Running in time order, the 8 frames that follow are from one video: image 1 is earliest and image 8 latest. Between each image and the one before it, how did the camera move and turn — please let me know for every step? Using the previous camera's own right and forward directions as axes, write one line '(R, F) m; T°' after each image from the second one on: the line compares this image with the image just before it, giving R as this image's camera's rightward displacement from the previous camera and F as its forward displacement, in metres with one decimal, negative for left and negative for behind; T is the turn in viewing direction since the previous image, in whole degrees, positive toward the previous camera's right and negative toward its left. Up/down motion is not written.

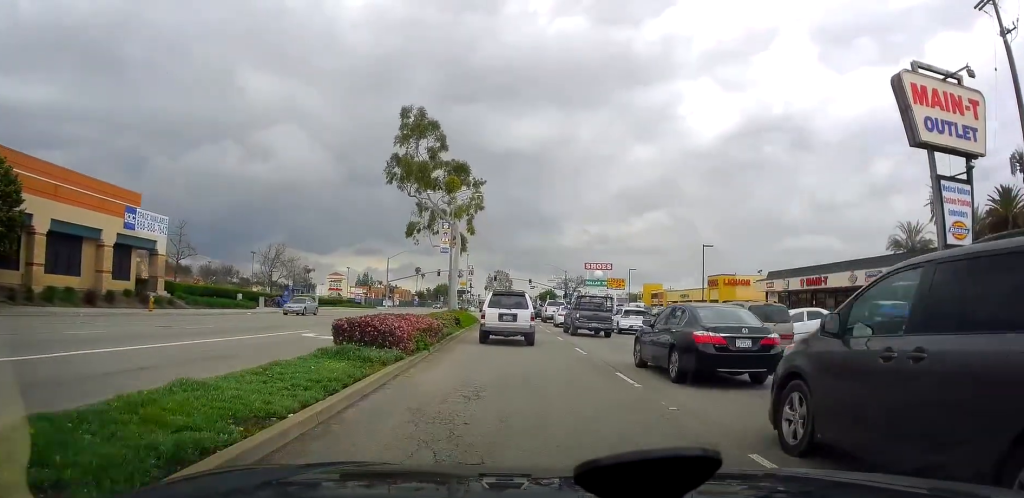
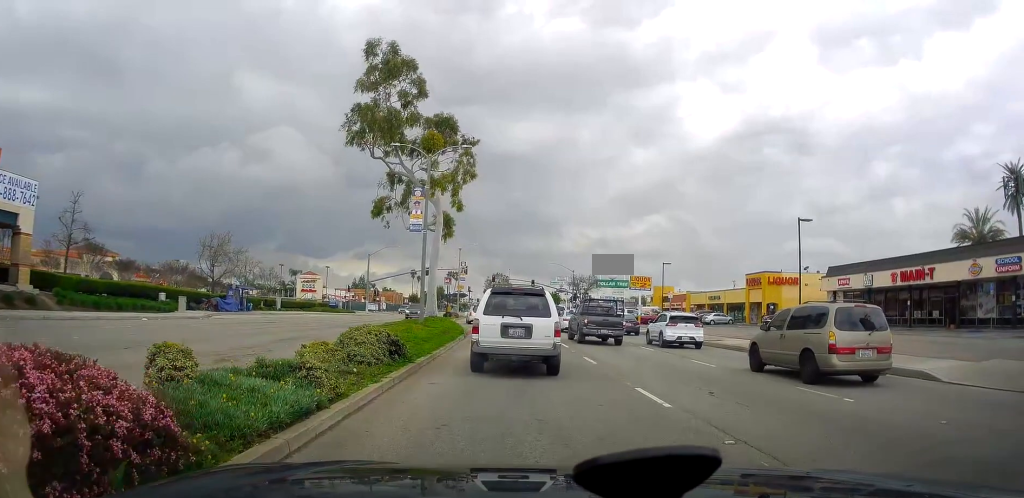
(-0.2, +19.5) m; +2°
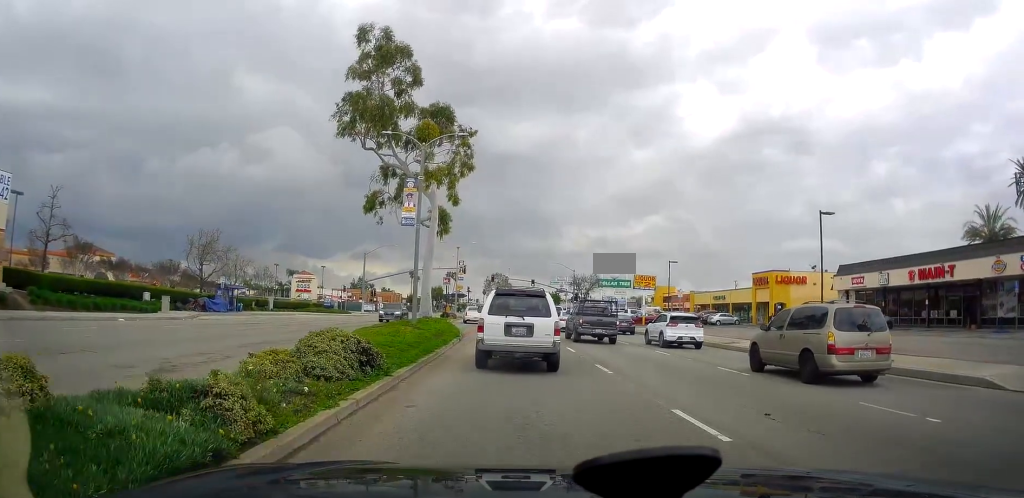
(0.0, +2.9) m; -1°
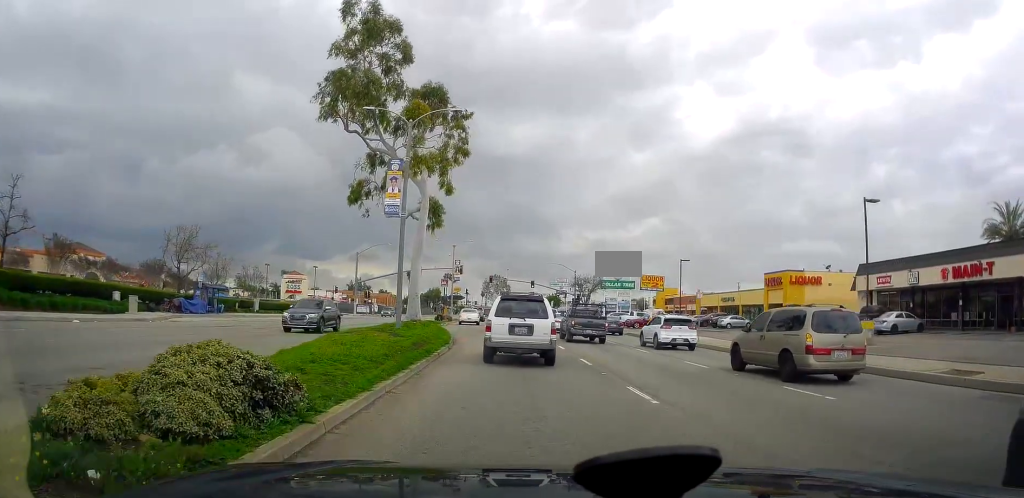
(-0.1, +4.7) m; -4°
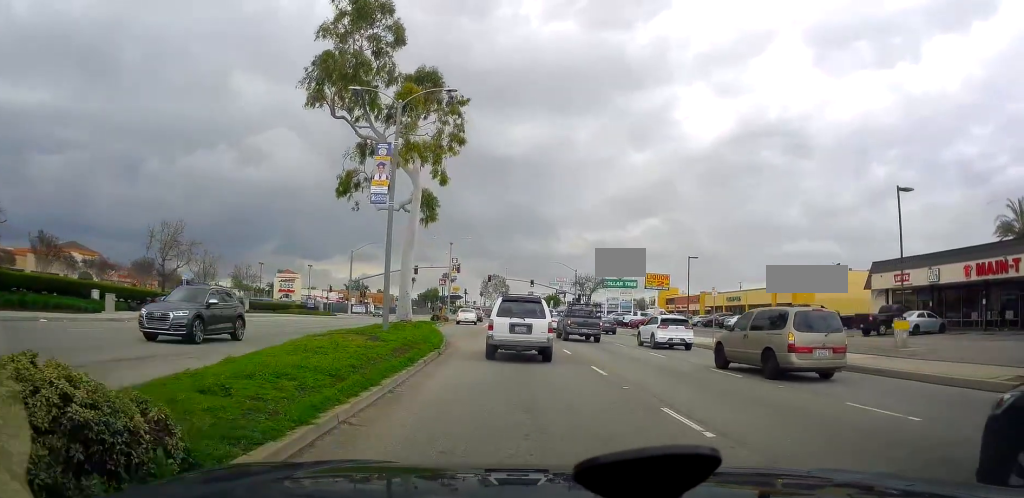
(+0.1, +2.5) m; -4°
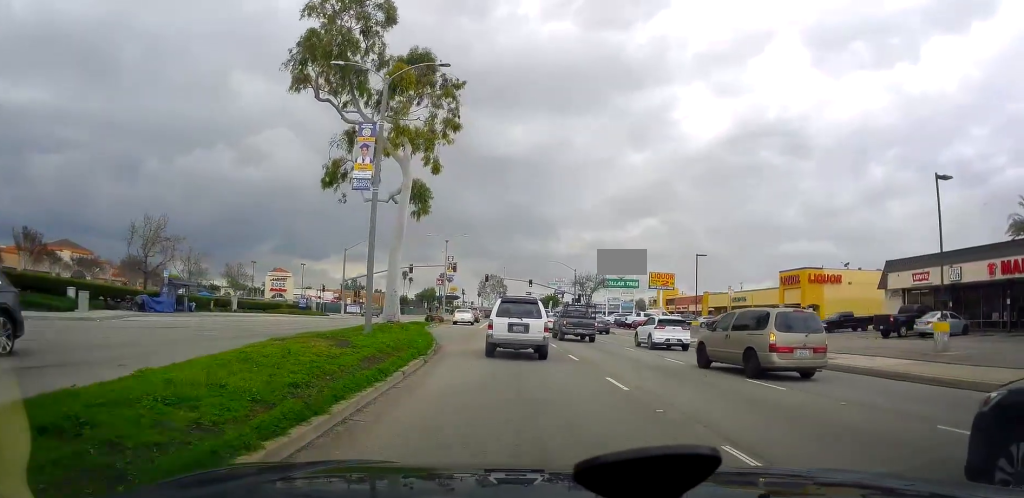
(-0.2, +2.6) m; +1°
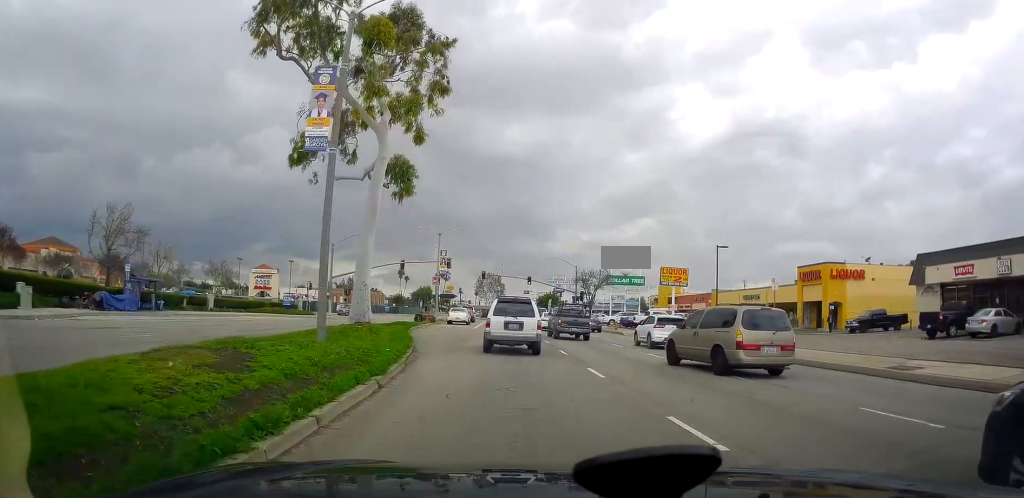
(-0.2, +4.7) m; +3°
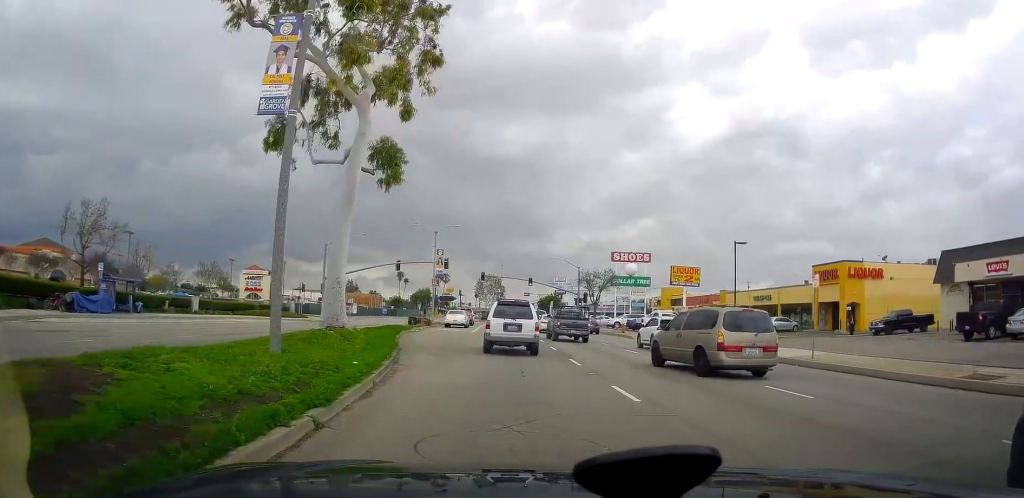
(+0.3, +3.1) m; +3°
